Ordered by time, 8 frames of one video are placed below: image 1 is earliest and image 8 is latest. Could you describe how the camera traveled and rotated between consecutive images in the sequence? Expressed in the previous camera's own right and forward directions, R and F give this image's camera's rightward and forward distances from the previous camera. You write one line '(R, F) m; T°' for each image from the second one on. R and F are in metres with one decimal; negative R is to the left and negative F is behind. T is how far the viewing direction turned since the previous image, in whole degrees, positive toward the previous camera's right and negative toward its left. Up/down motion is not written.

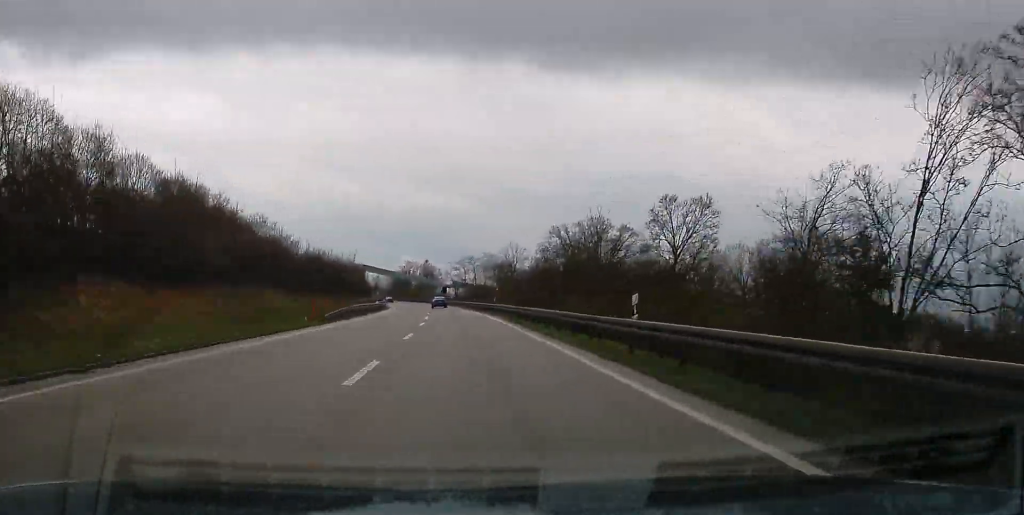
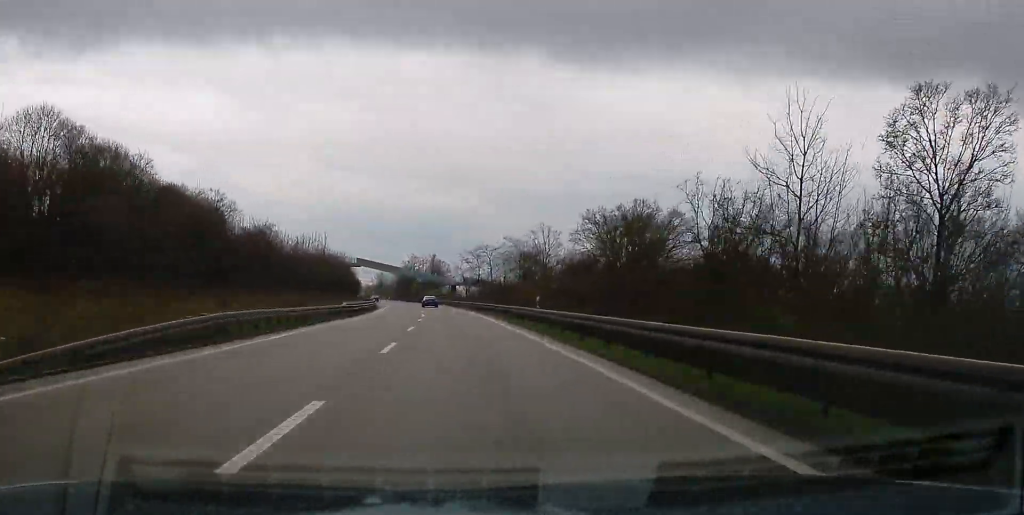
(-0.3, +30.3) m; -1°
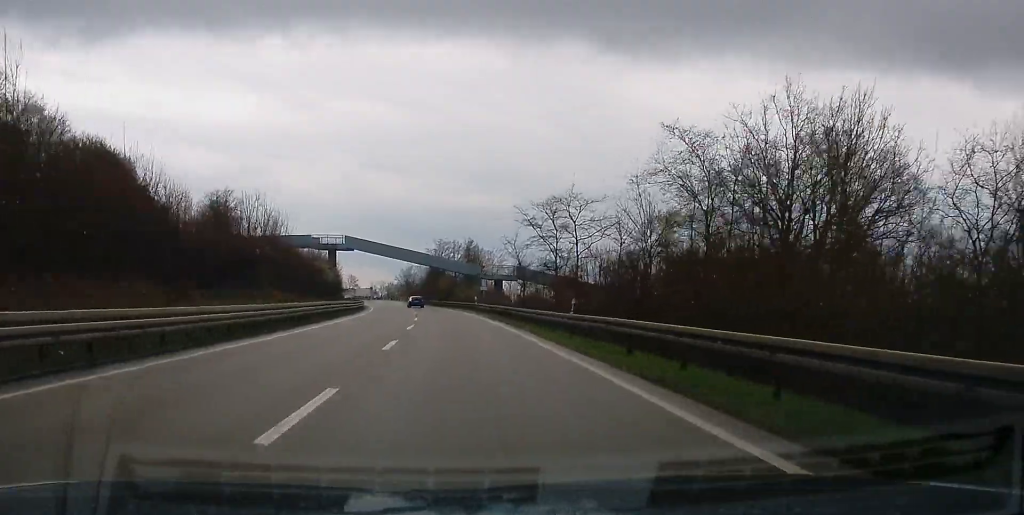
(-1.3, +59.5) m; -3°
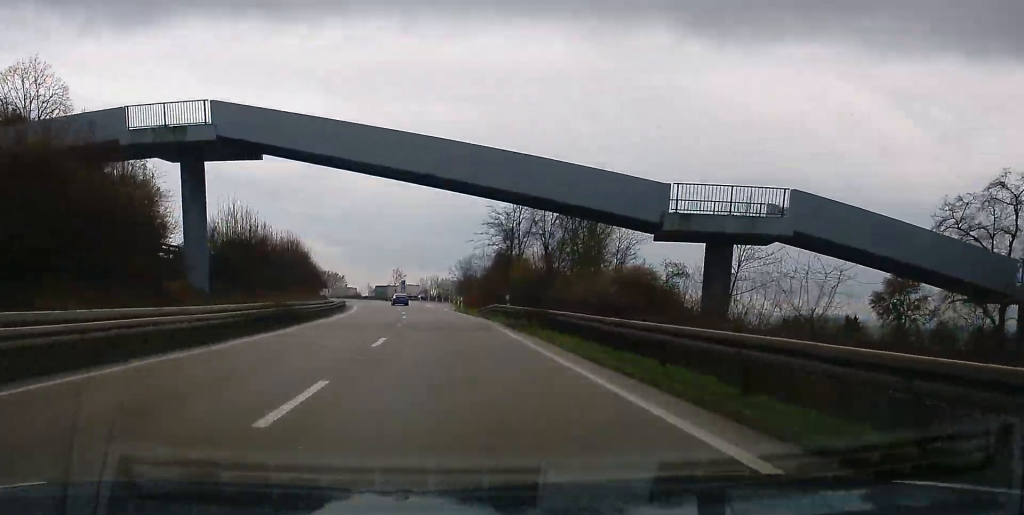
(-3.1, +72.0) m; -5°
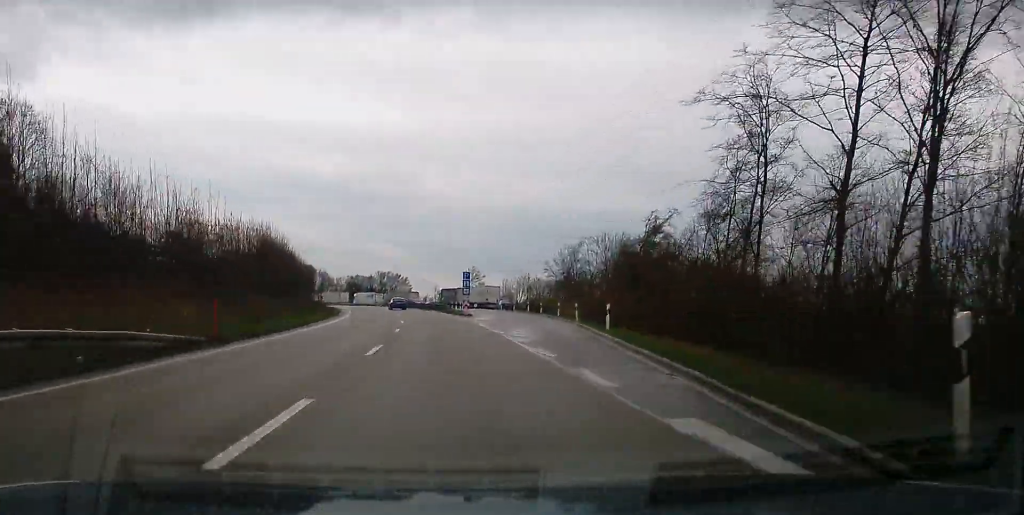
(-2.9, +63.4) m; -6°
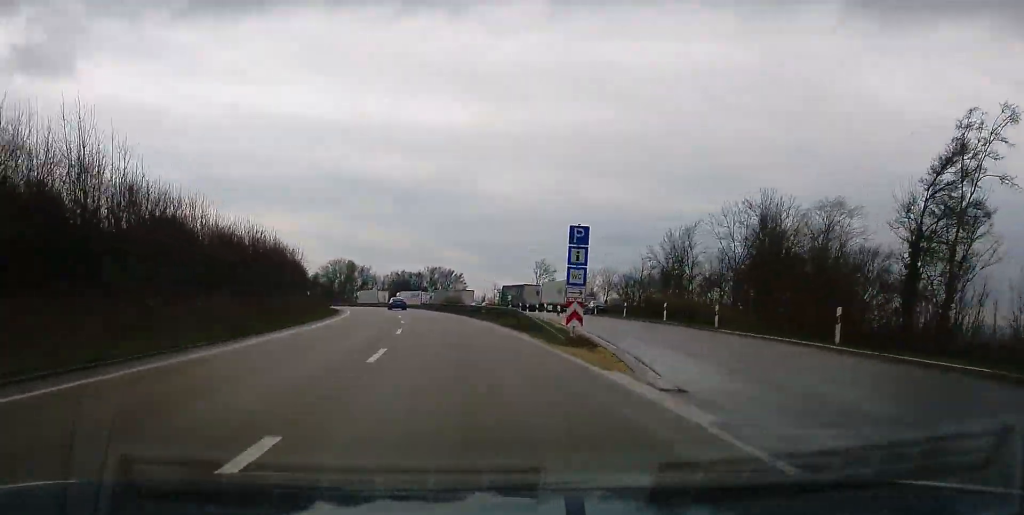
(-0.9, +39.3) m; -4°
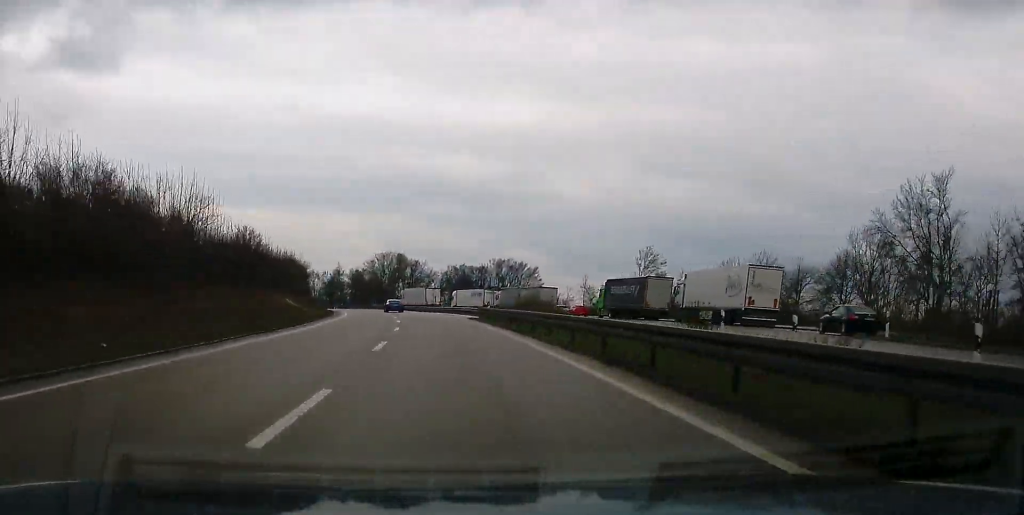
(-1.7, +45.7) m; -5°
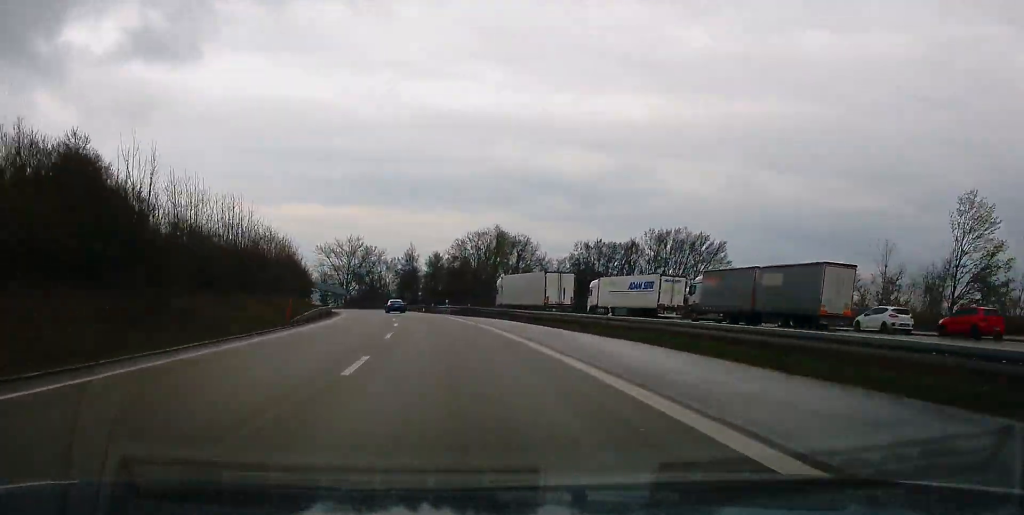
(-3.6, +69.0) m; -7°
